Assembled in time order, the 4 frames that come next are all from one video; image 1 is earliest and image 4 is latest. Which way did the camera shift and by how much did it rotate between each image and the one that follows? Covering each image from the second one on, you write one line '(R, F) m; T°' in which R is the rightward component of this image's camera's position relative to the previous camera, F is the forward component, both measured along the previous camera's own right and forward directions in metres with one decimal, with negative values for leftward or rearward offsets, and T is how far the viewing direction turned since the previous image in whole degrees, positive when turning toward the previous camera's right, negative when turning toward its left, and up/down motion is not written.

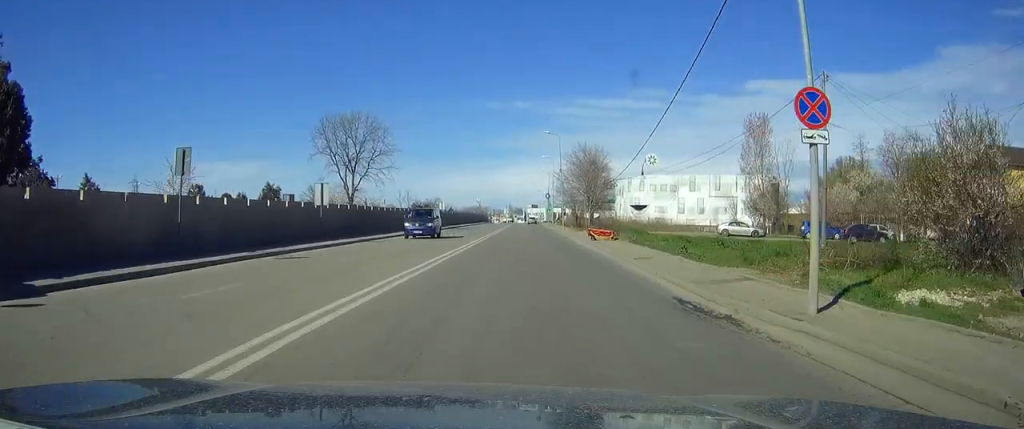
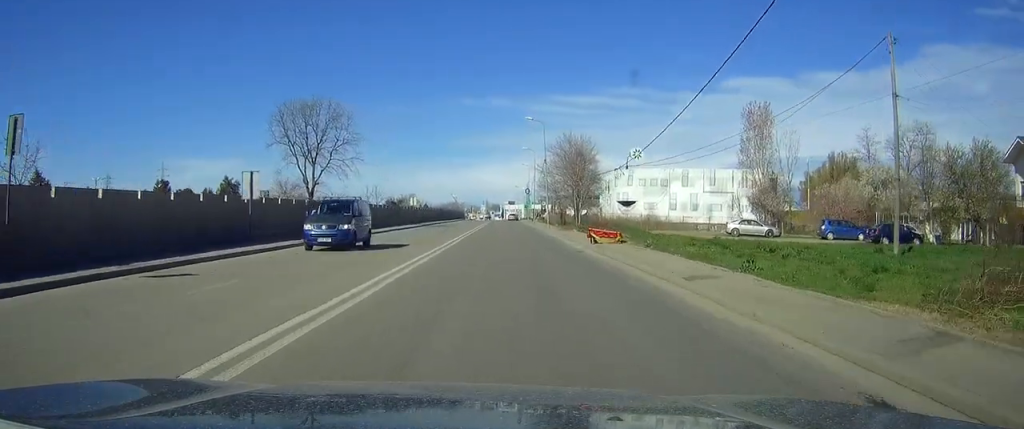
(+0.3, +8.2) m; +2°
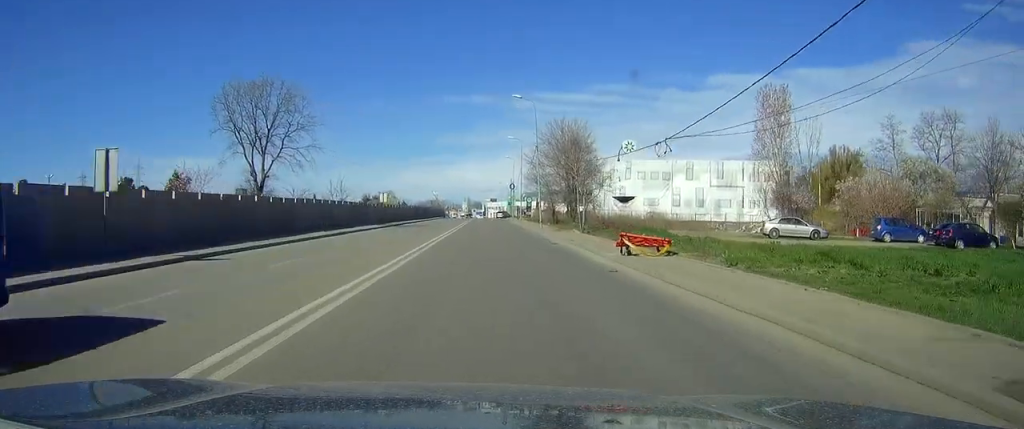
(+0.3, +11.0) m; +2°
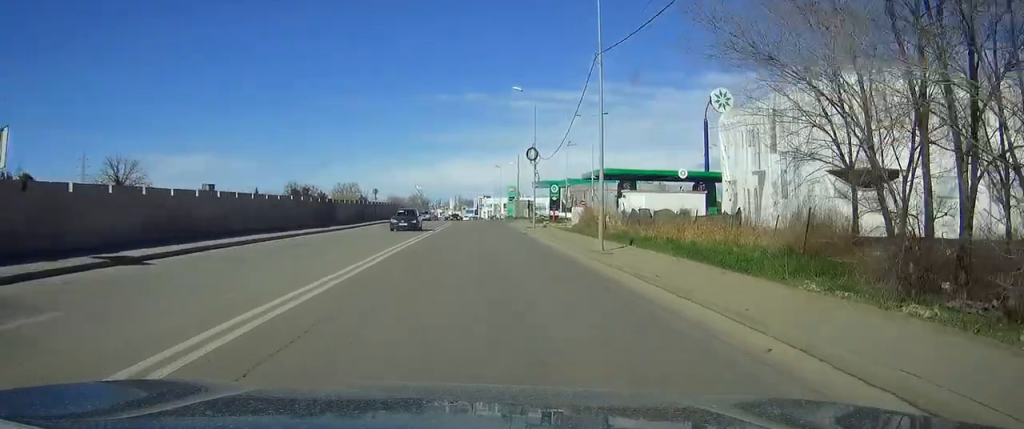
(+1.1, +63.7) m; +1°
